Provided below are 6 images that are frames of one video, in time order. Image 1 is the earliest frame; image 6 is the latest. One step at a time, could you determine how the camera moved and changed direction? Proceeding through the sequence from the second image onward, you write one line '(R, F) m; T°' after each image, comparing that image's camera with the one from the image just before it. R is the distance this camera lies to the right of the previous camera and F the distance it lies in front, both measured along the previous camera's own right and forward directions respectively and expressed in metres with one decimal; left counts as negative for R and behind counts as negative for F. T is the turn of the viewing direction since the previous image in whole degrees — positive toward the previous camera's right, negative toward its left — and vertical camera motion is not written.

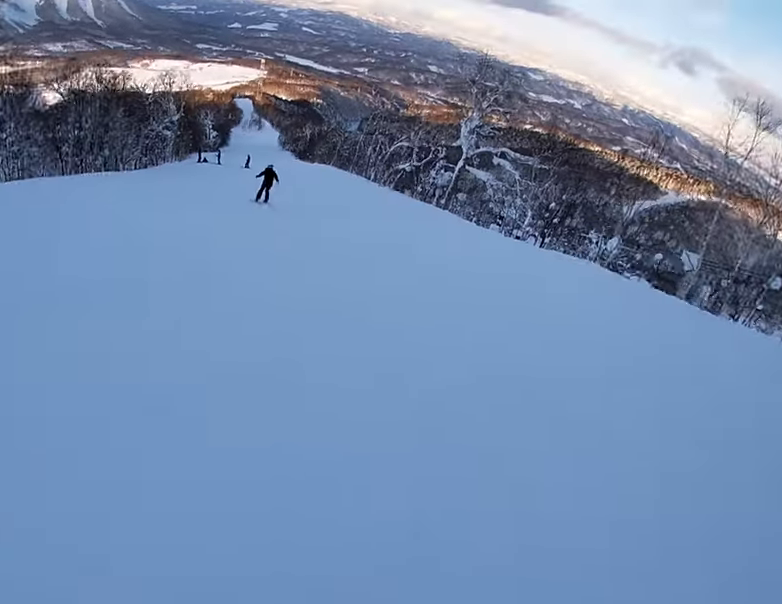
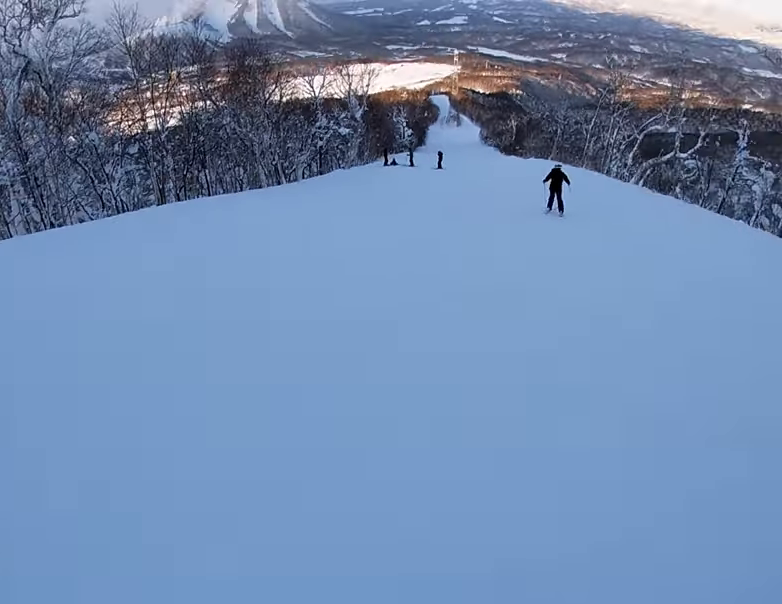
(-4.6, +12.3) m; -17°
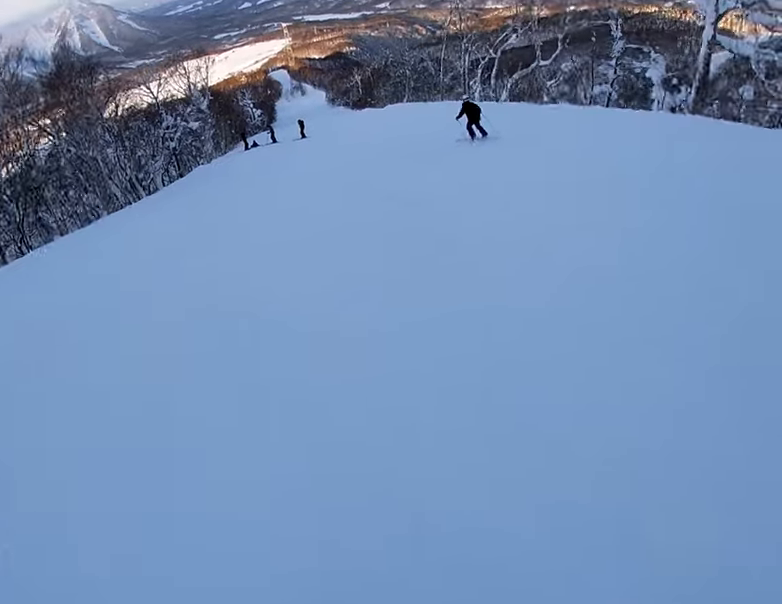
(-0.4, +2.9) m; +9°
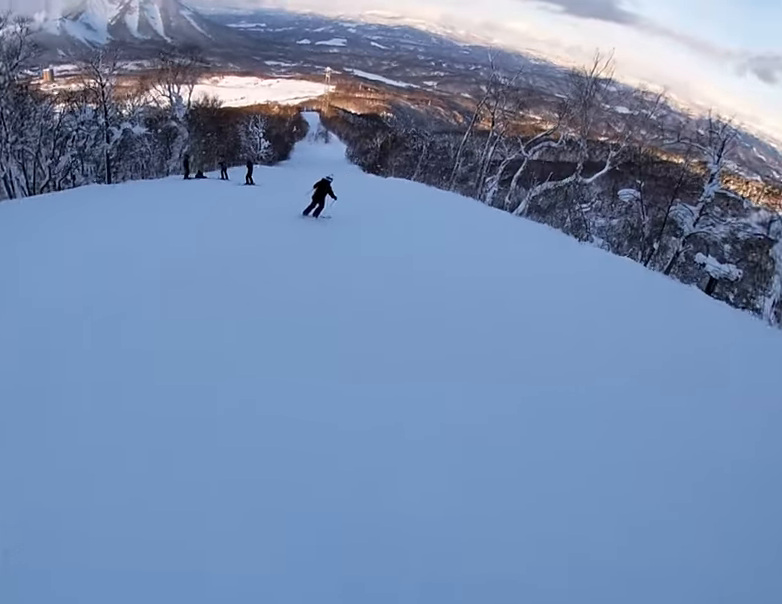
(+3.3, +10.8) m; +4°
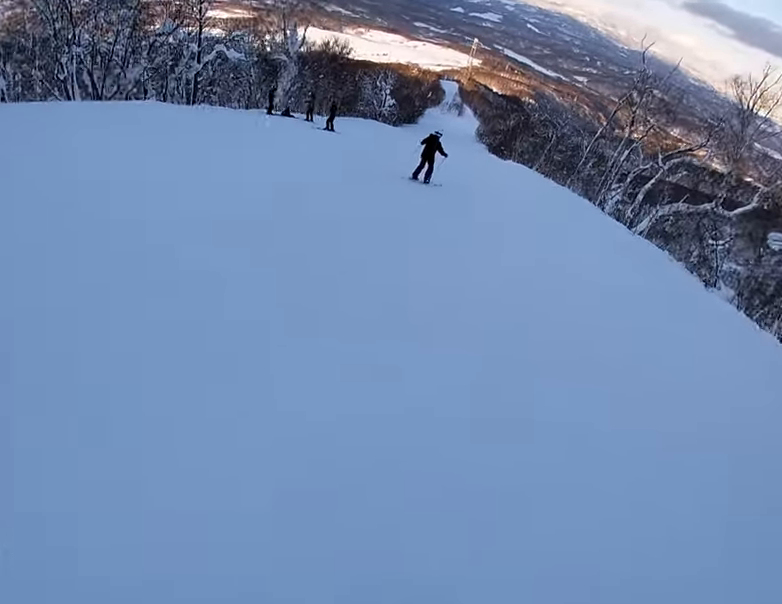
(-0.4, +3.7) m; -10°
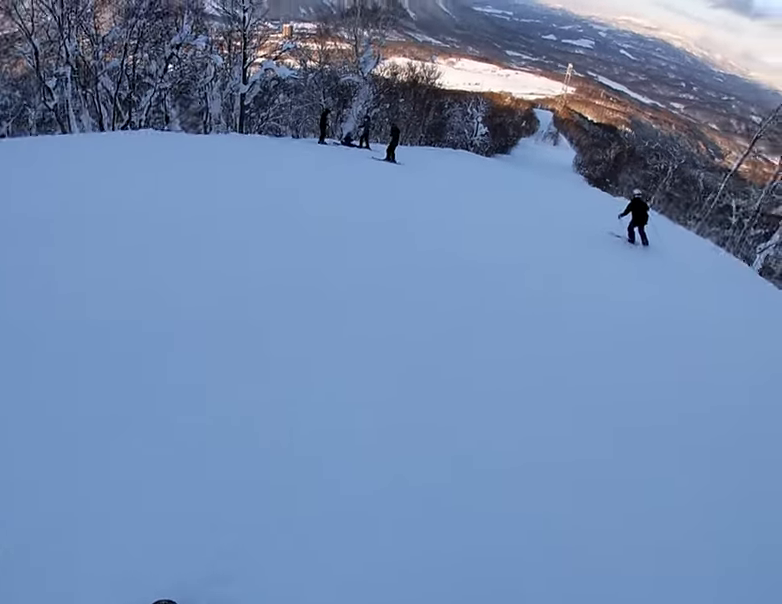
(-1.3, +7.0) m; -5°
